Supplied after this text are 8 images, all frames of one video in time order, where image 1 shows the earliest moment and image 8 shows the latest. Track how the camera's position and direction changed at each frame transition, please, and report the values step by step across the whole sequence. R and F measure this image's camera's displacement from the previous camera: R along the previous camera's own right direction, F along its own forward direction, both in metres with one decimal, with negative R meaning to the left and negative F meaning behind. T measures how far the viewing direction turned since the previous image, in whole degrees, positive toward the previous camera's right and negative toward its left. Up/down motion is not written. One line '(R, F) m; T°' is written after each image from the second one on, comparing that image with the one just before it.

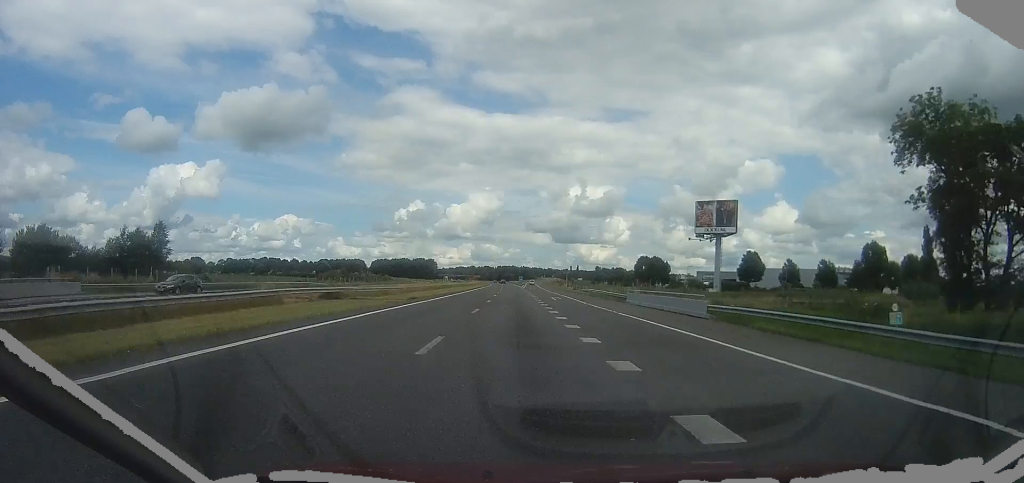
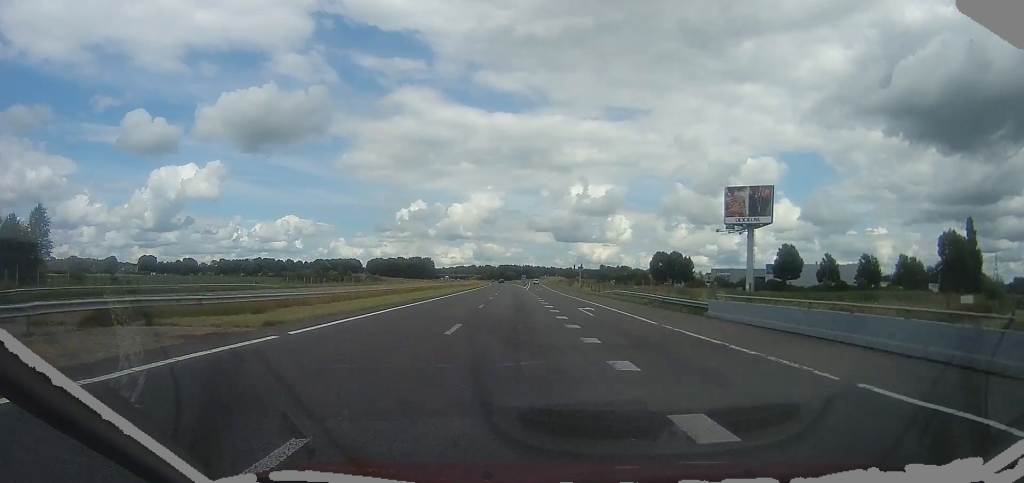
(0.0, +20.1) m; 0°
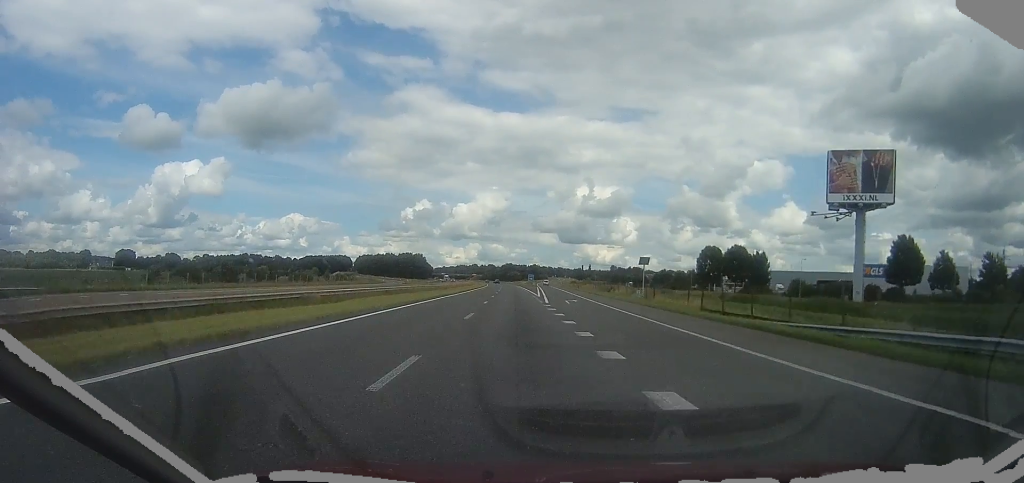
(0.0, +42.9) m; 0°
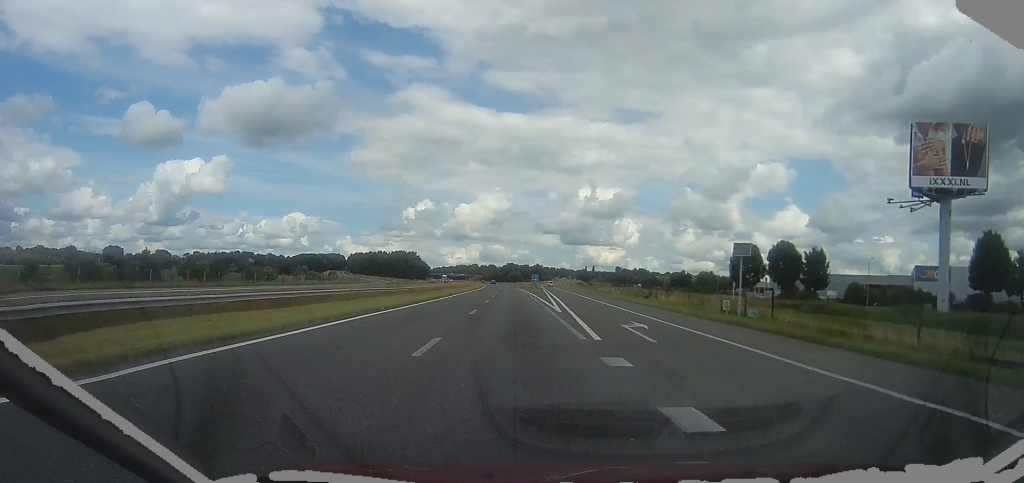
(0.0, +21.0) m; 0°
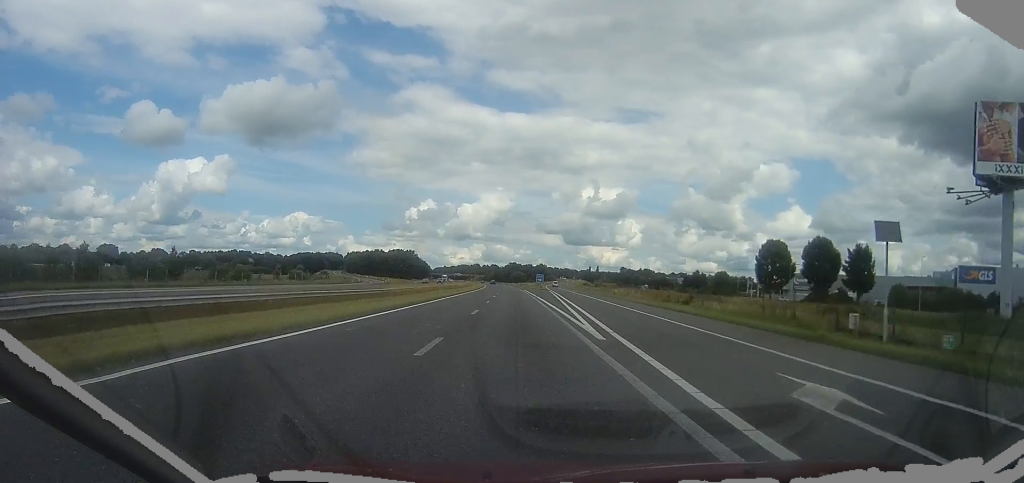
(0.0, +11.8) m; 0°
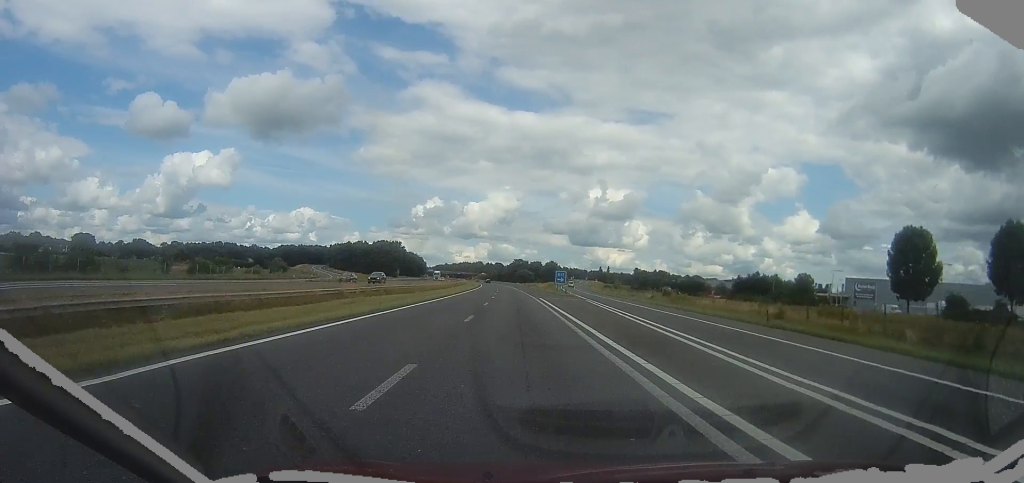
(0.0, +40.1) m; 0°
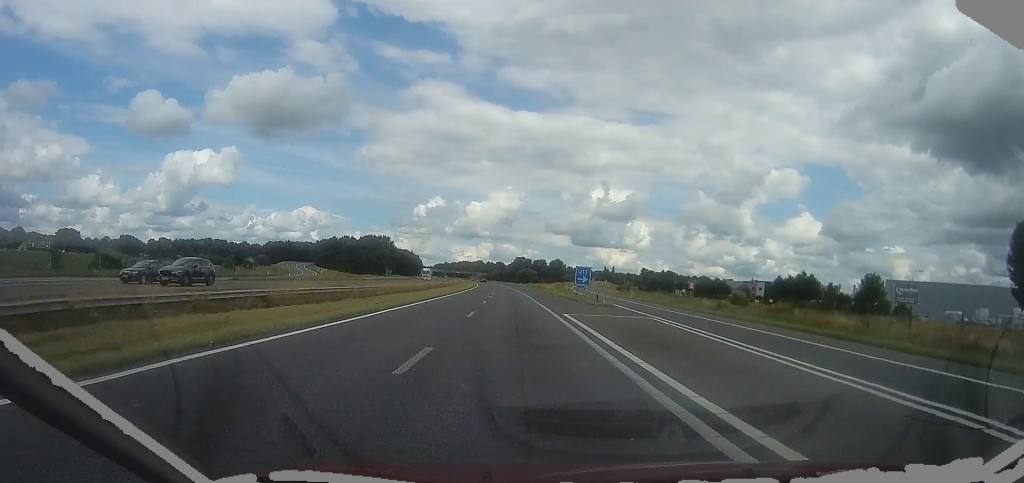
(0.0, +21.9) m; 0°
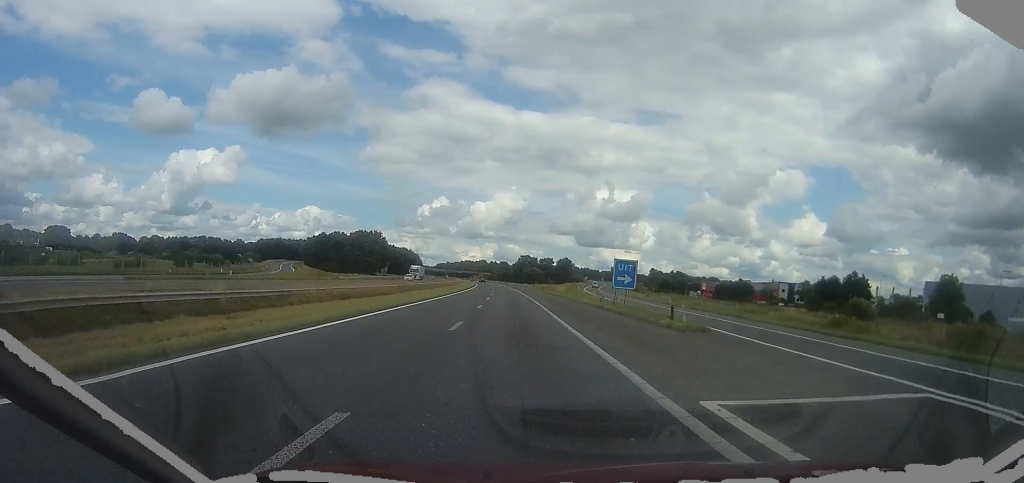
(0.0, +17.3) m; 0°
